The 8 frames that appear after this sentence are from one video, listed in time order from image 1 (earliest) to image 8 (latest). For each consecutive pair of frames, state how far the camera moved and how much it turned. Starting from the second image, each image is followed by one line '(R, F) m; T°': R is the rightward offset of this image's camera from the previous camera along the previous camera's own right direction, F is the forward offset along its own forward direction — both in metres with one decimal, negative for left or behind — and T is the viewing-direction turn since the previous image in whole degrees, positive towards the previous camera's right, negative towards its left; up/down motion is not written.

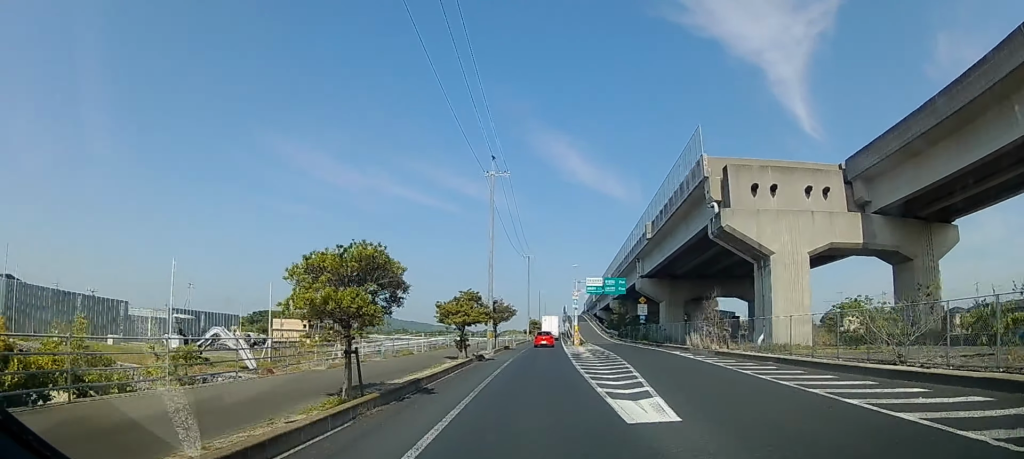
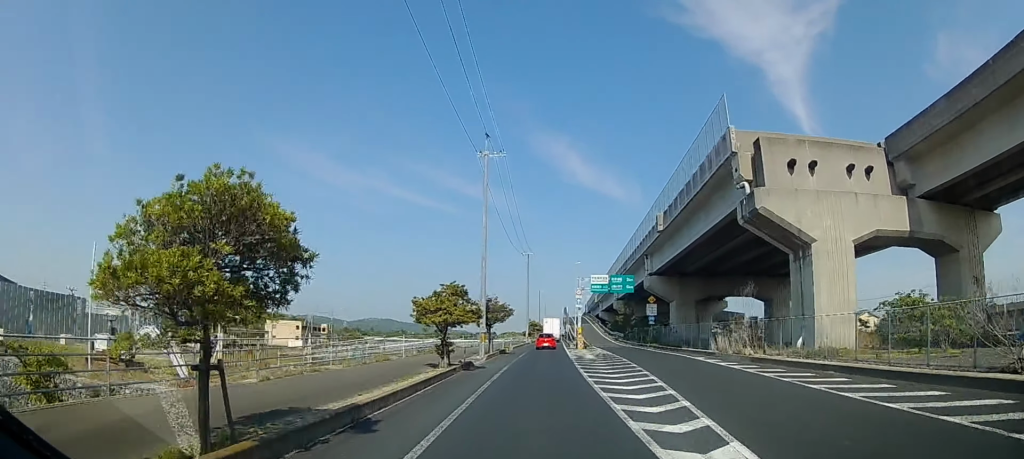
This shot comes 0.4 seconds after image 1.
(0.0, +4.9) m; 0°
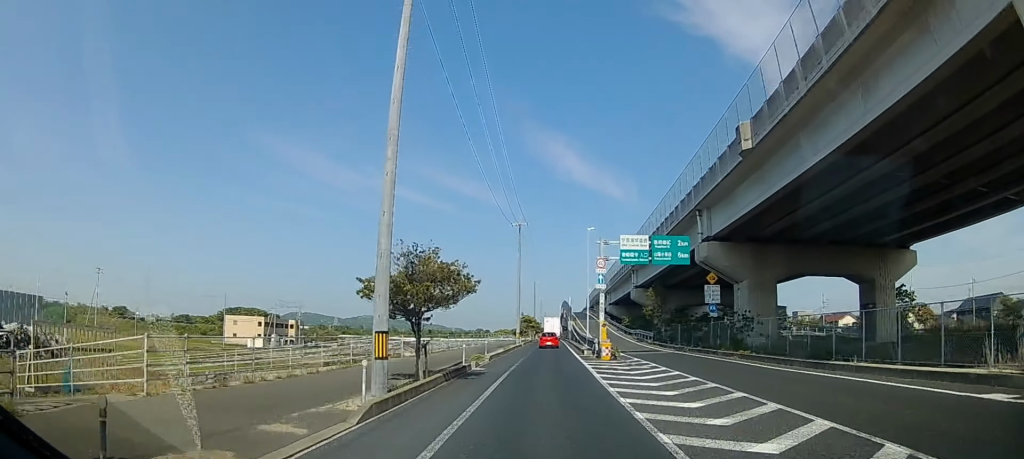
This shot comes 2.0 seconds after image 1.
(0.0, +19.4) m; 0°
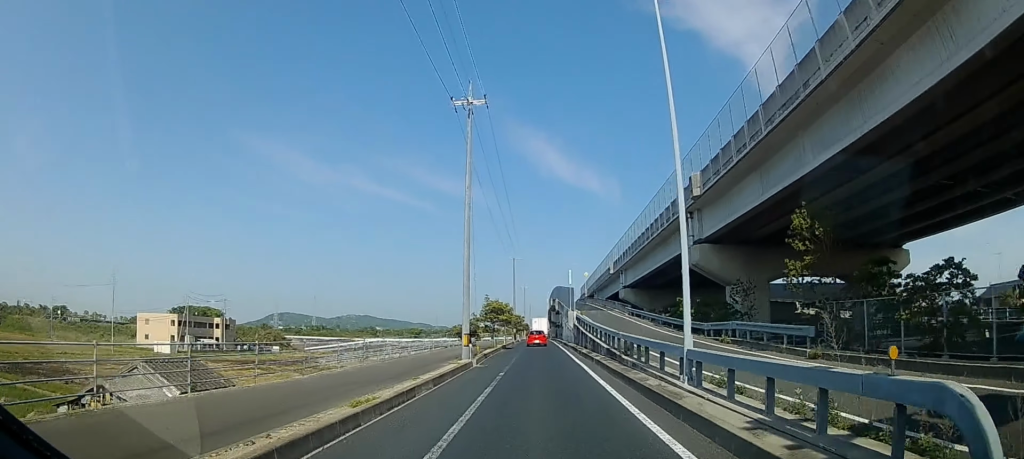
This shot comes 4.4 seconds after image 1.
(+1.0, +31.6) m; +1°
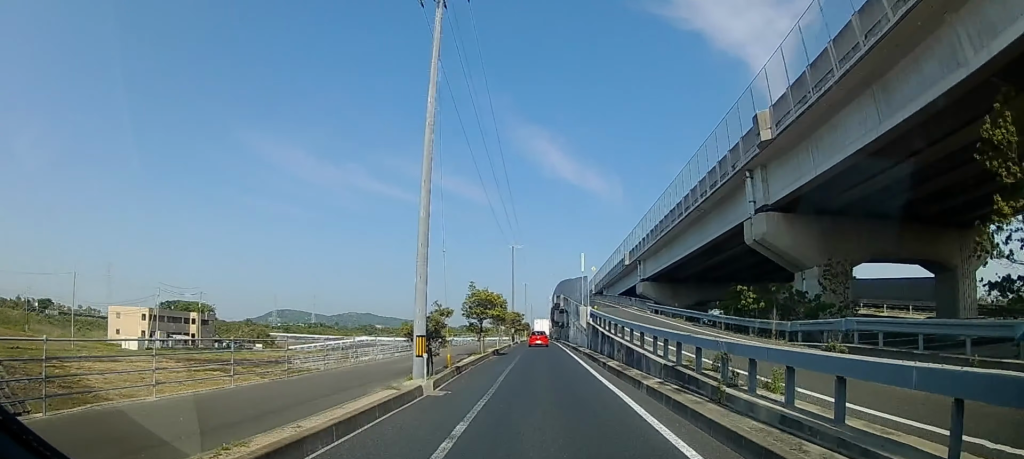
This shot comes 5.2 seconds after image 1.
(-0.4, +10.8) m; -2°
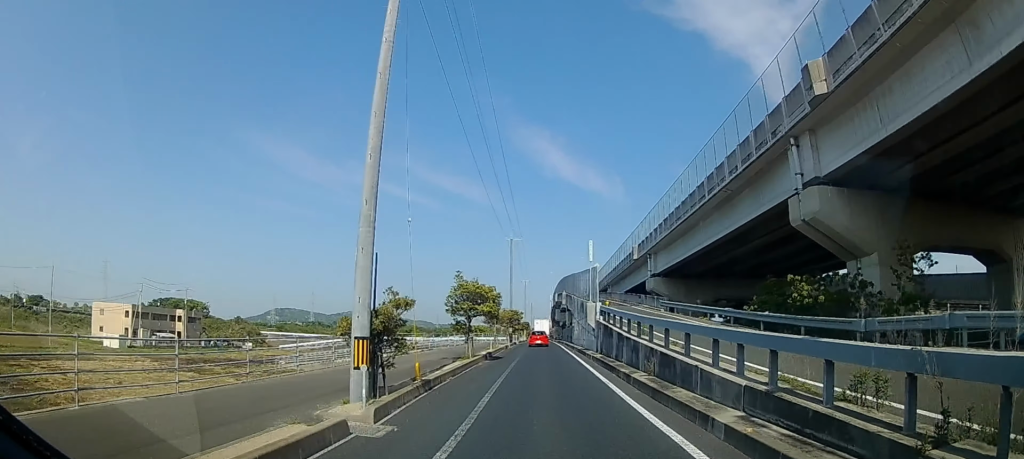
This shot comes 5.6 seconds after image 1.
(0.0, +5.5) m; +1°
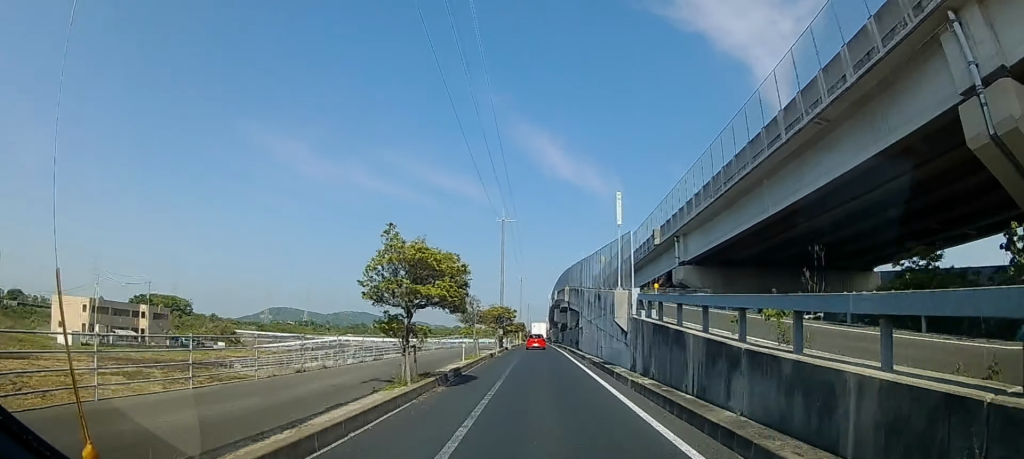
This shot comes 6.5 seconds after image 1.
(+0.1, +11.9) m; +1°
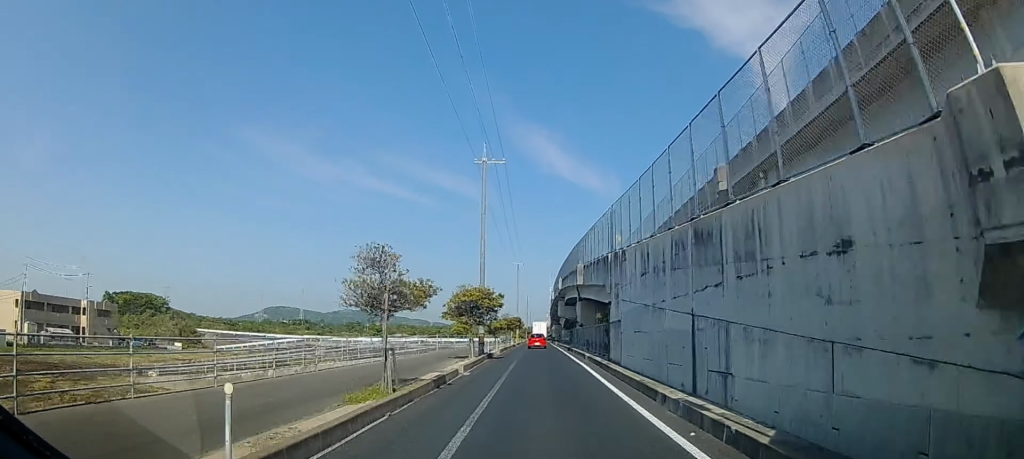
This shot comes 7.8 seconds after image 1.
(+0.1, +17.9) m; -1°
